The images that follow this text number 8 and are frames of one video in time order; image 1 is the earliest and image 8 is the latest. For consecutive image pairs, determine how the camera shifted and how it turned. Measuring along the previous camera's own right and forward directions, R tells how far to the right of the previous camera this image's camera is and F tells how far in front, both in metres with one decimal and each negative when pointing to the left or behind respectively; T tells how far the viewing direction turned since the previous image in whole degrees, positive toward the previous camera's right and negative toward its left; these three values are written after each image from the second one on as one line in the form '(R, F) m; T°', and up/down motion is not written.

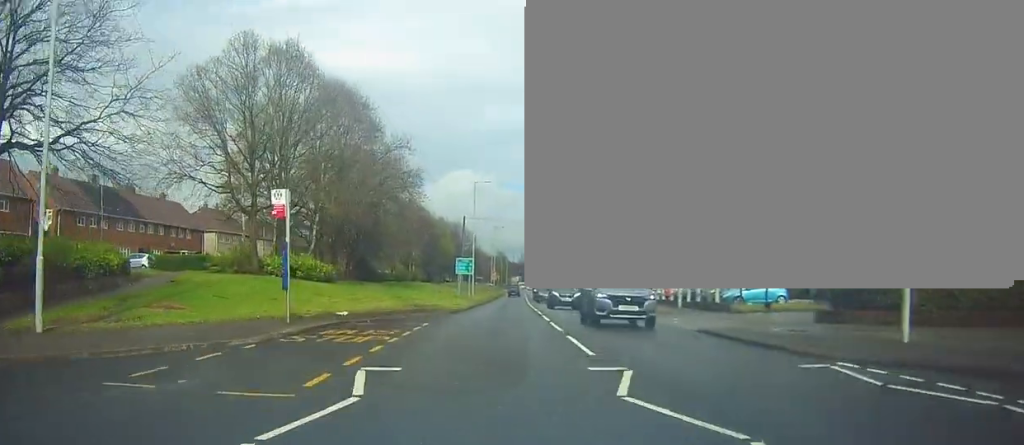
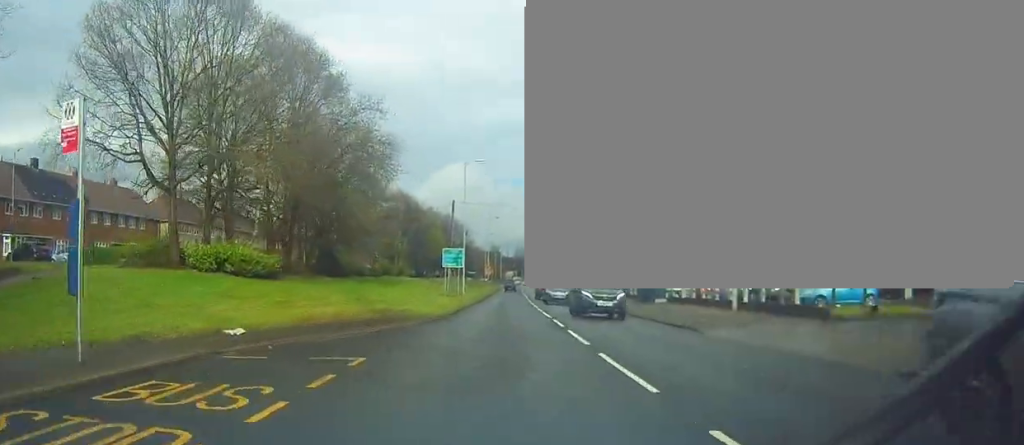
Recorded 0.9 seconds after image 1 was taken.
(-0.5, +10.2) m; 0°
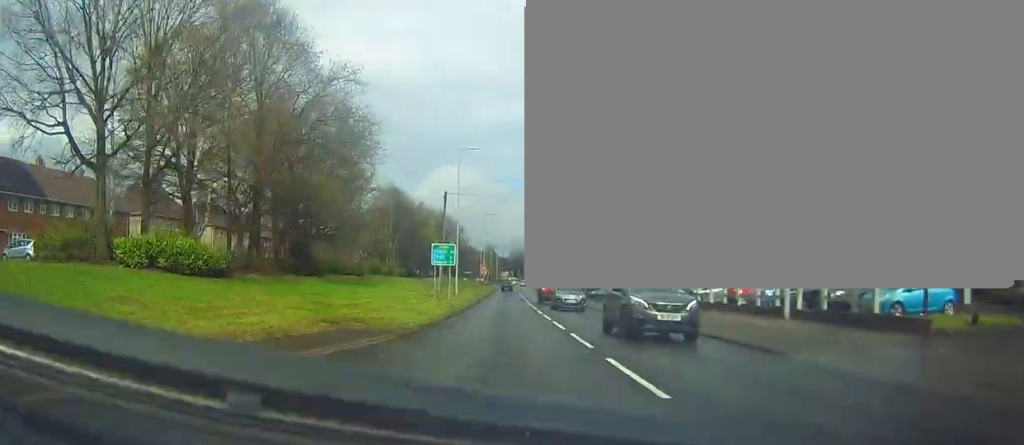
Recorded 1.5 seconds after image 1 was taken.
(+0.2, +6.1) m; 0°
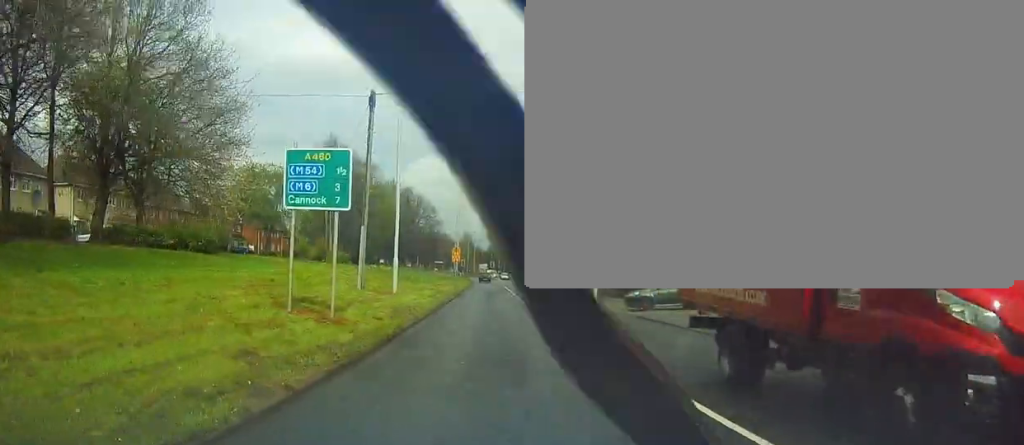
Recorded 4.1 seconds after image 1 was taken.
(+0.9, +27.4) m; +4°
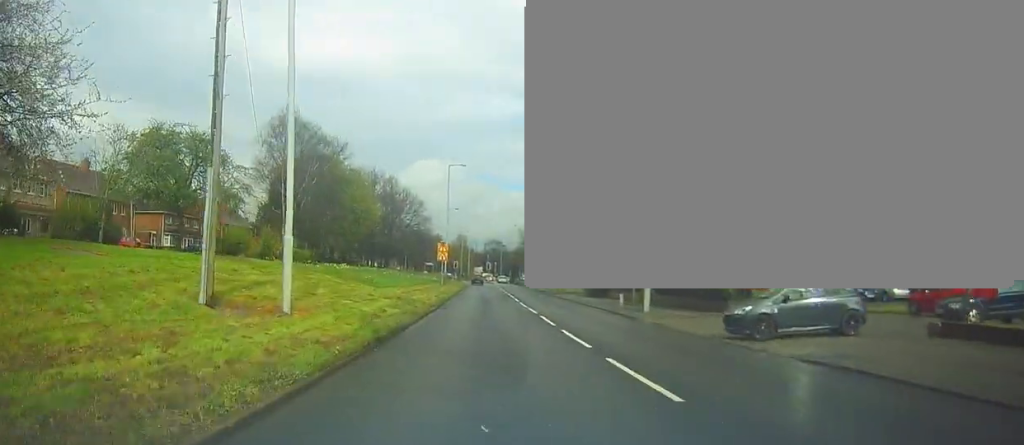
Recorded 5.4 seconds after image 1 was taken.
(-0.4, +15.0) m; -1°
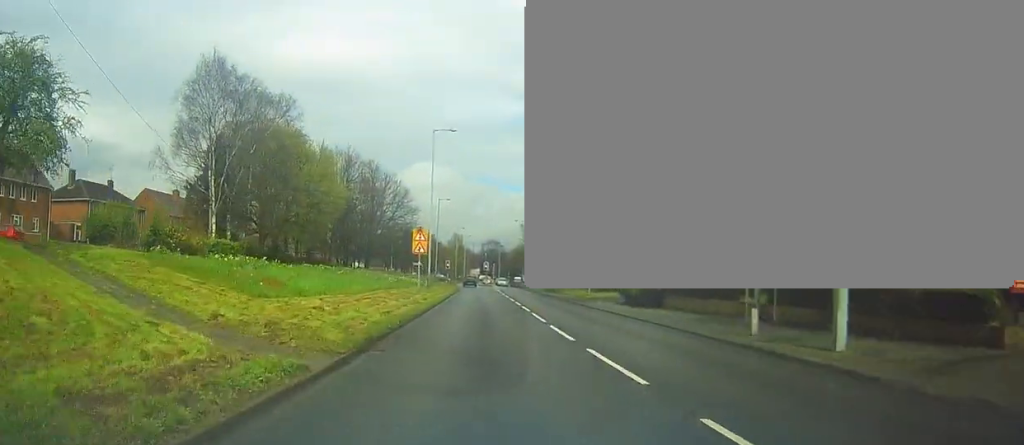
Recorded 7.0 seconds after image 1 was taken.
(+0.4, +16.8) m; +1°
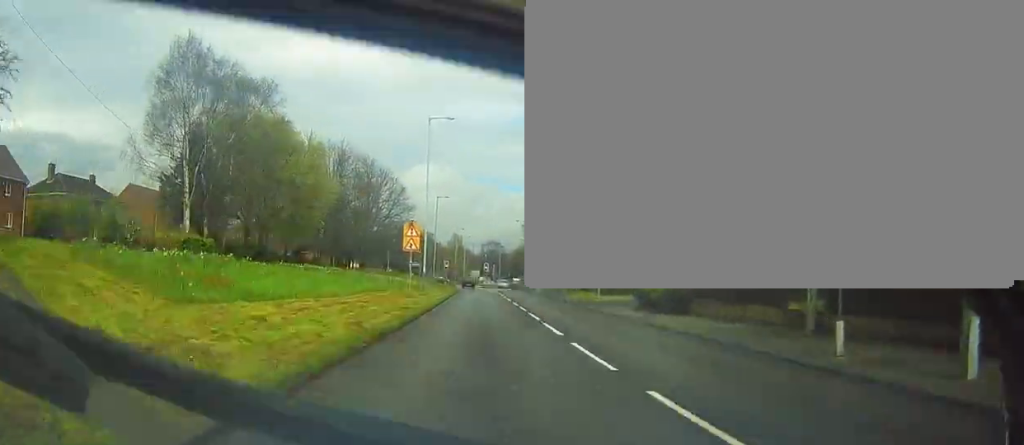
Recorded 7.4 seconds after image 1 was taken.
(-0.1, +4.3) m; -1°
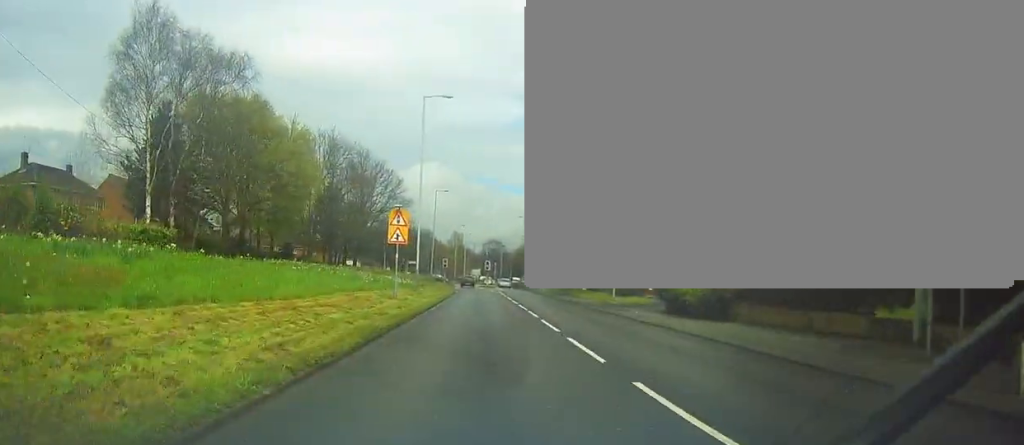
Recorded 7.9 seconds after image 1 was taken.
(-0.1, +5.4) m; -1°
